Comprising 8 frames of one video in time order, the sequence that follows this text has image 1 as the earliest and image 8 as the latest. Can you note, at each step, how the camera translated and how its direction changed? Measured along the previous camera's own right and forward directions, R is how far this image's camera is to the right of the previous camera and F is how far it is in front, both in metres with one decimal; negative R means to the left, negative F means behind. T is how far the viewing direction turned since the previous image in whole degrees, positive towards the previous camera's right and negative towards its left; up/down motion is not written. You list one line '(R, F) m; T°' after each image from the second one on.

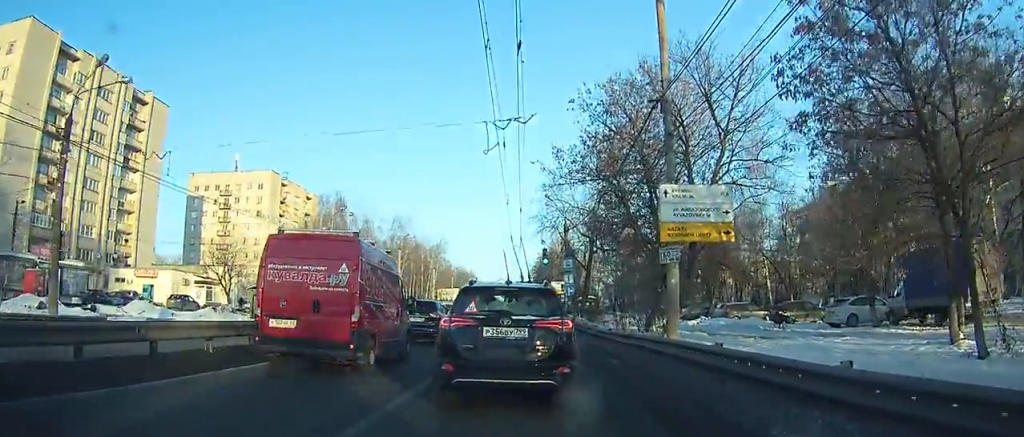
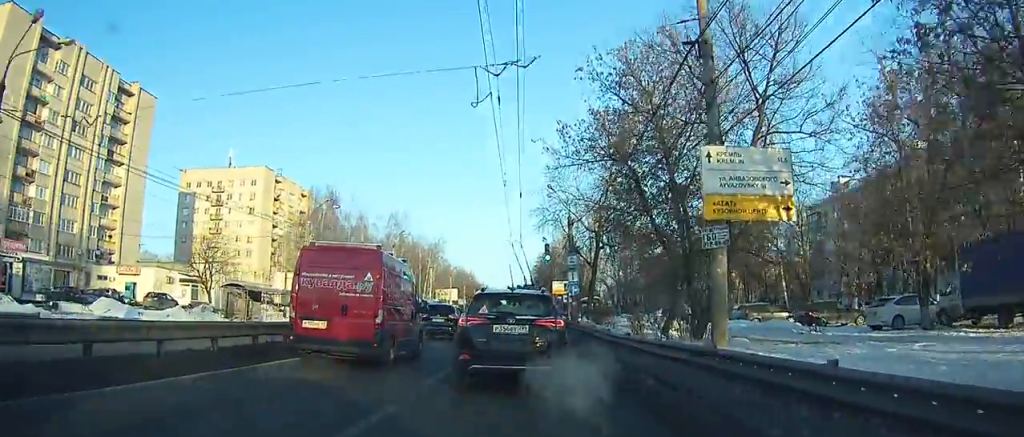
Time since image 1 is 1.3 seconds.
(0.0, +4.9) m; 0°
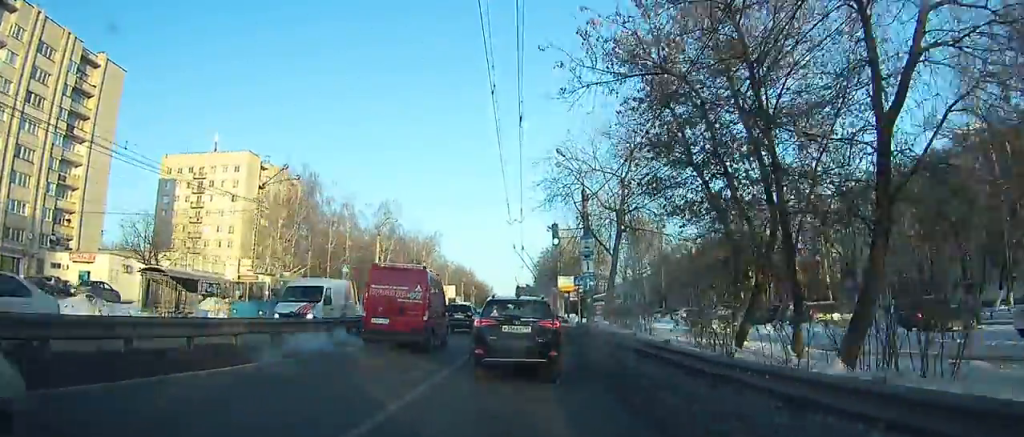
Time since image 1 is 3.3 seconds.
(0.0, +7.8) m; 0°
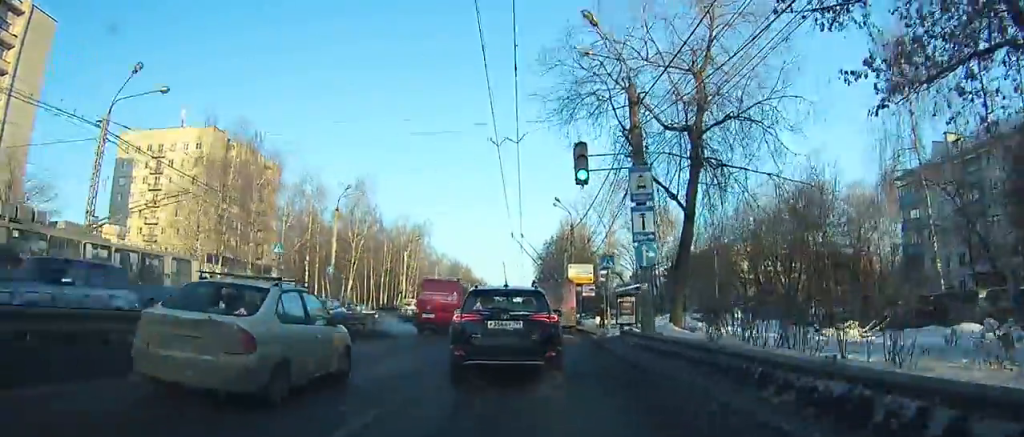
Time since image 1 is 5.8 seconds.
(0.0, +10.3) m; -1°
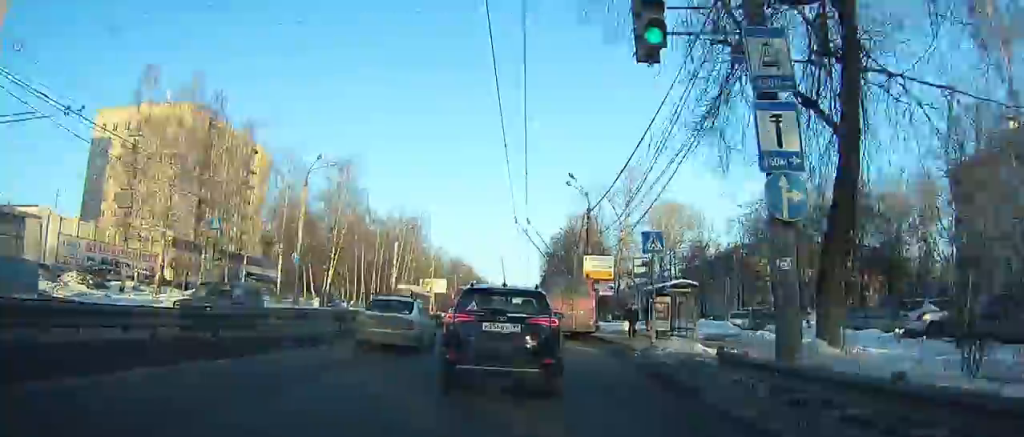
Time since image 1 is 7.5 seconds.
(0.0, +7.4) m; -1°
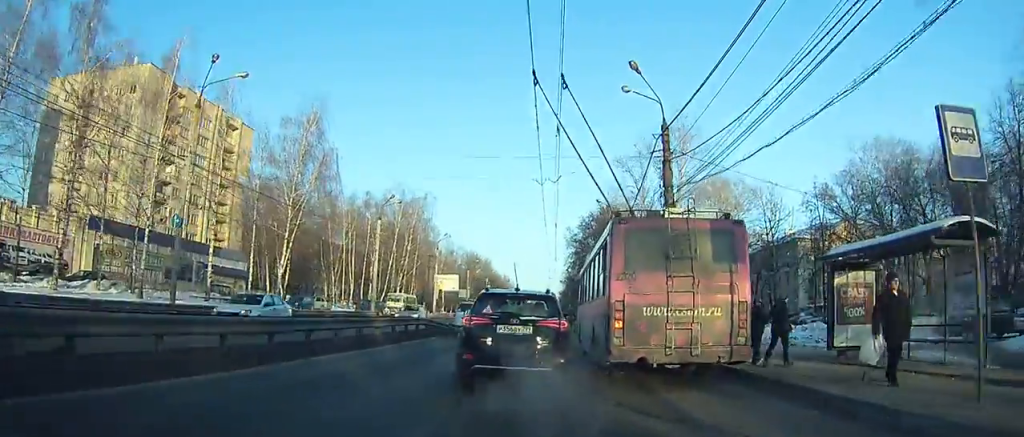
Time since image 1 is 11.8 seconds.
(-0.5, +22.1) m; -2°
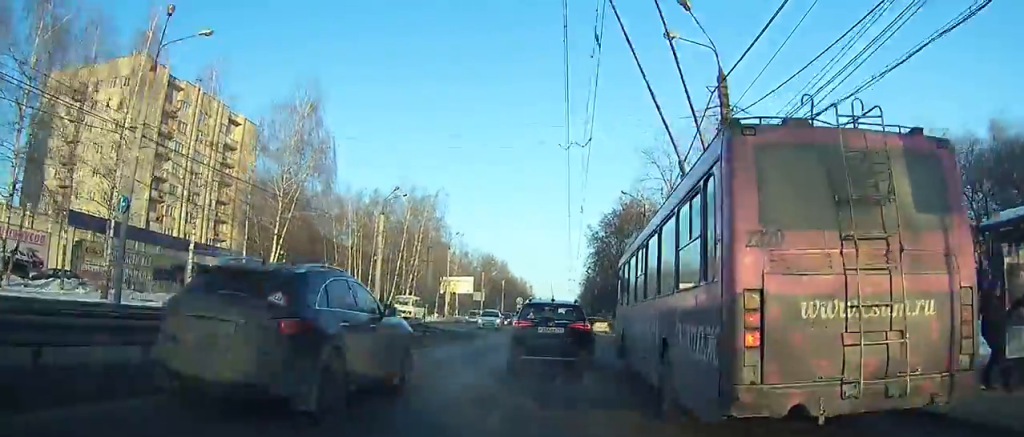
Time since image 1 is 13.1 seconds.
(-0.2, +8.0) m; +1°
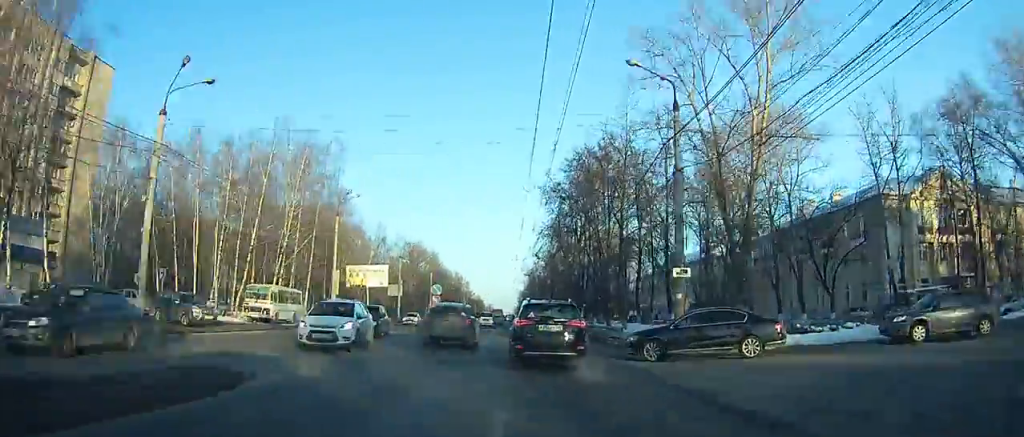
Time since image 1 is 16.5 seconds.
(+0.6, +26.3) m; +3°
